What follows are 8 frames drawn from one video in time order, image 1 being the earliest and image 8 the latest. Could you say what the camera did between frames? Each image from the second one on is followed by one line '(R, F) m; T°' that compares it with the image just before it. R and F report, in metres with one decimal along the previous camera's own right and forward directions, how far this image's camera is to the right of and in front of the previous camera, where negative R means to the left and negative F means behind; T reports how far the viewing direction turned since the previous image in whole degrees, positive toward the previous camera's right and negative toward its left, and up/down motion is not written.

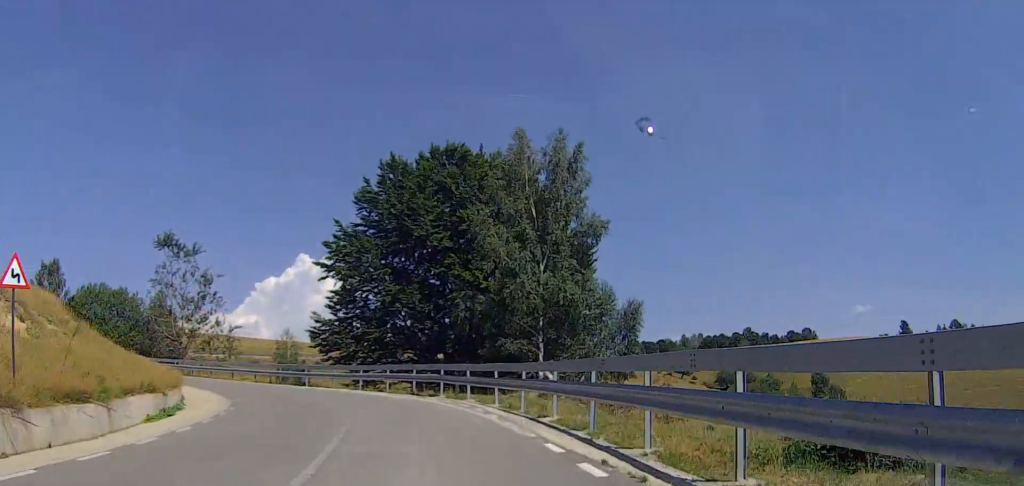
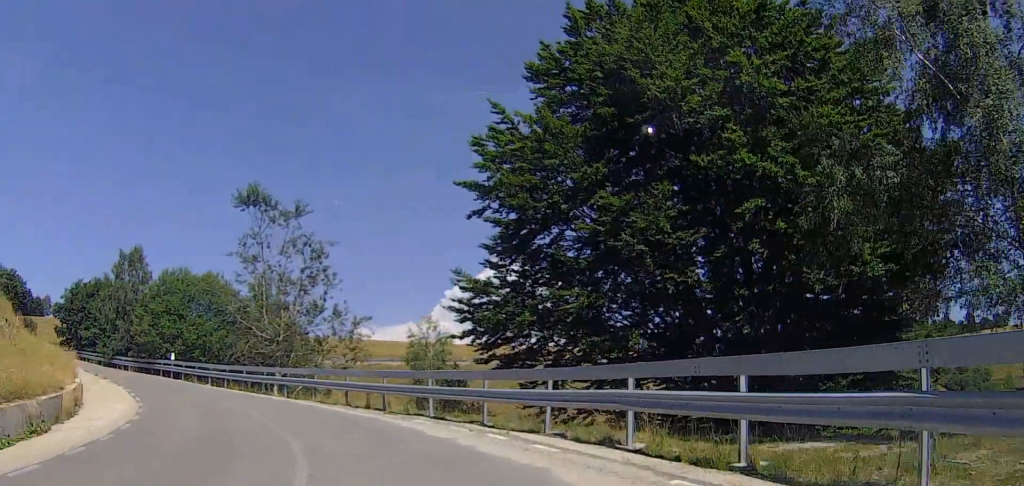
(-0.5, +22.0) m; -10°
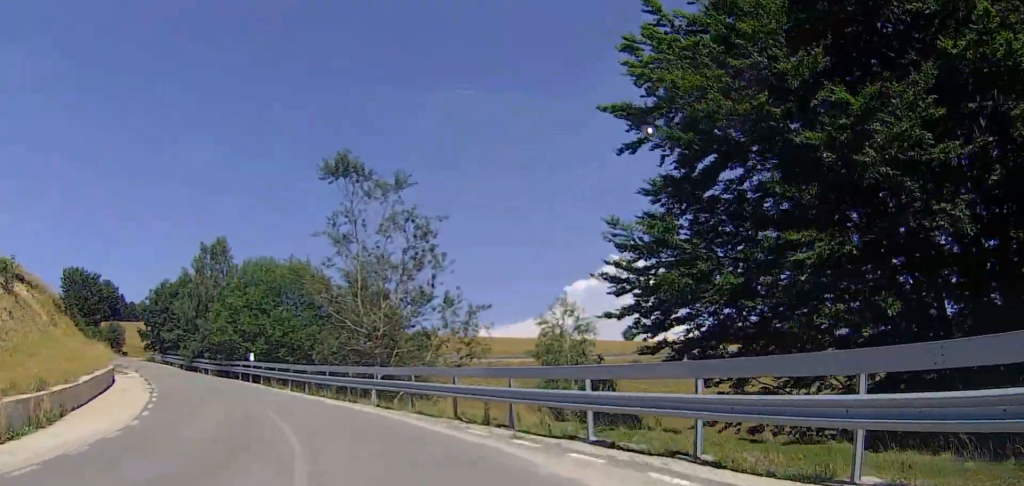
(-1.4, +7.3) m; -11°
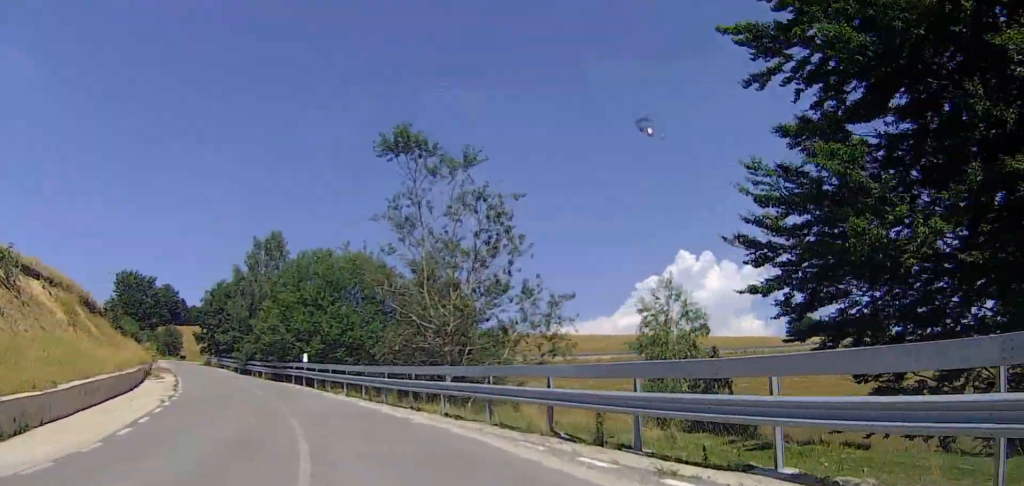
(-0.3, +4.7) m; -6°
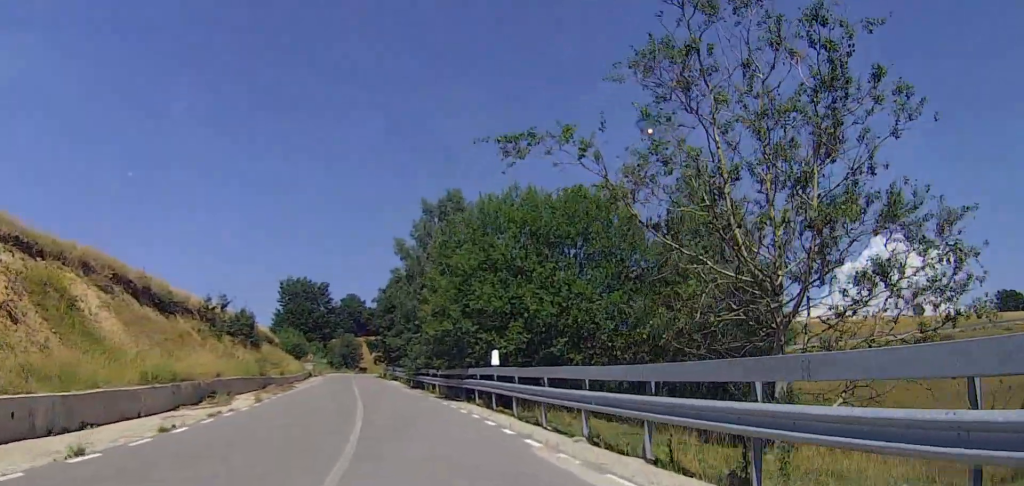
(-2.7, +16.6) m; -17°
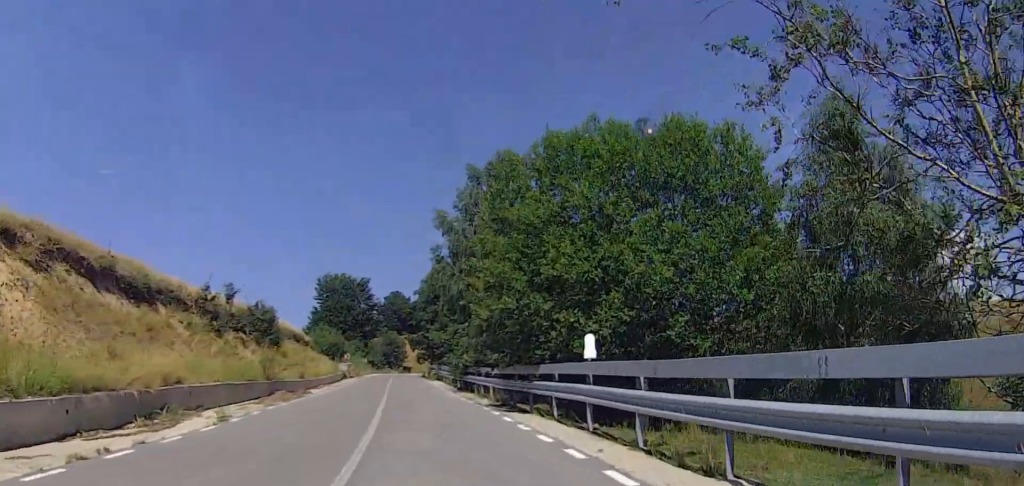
(-0.4, +8.0) m; -4°
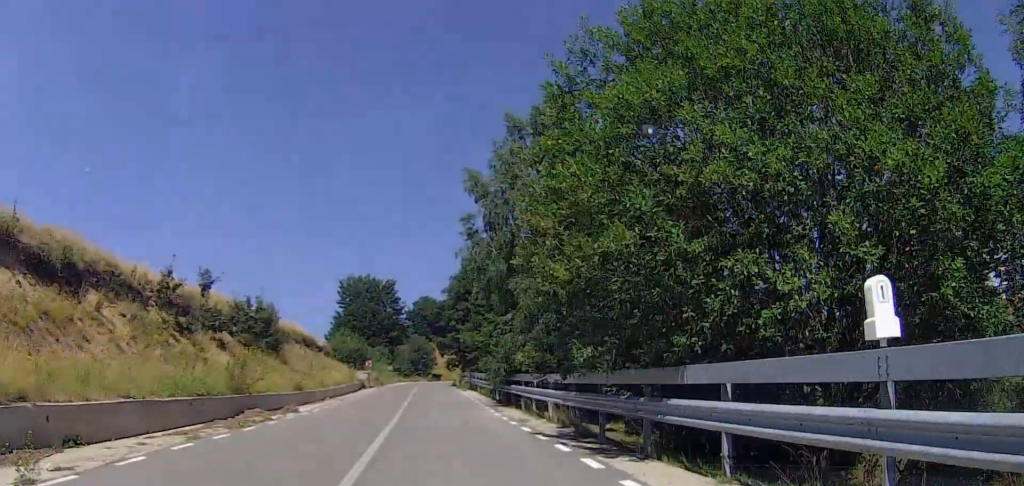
(0.0, +8.4) m; -3°
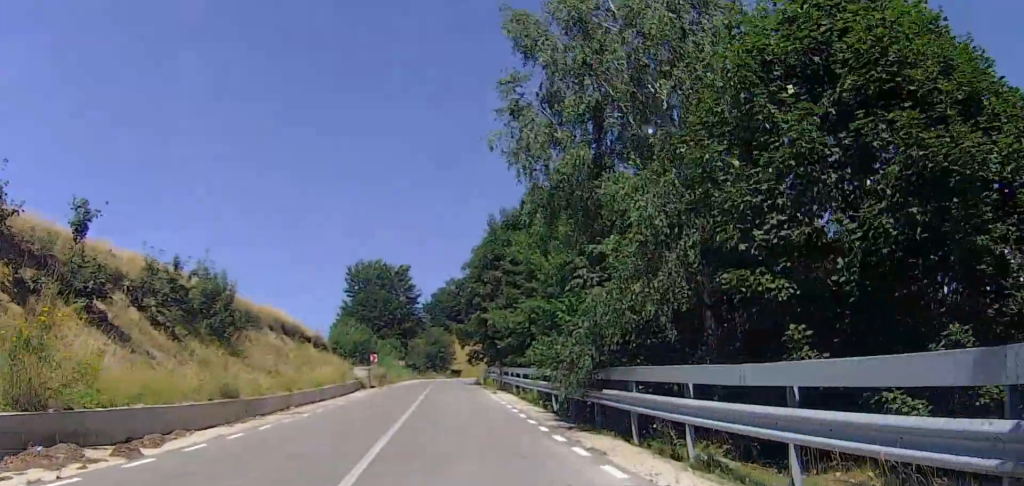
(-0.8, +13.1) m; -7°
